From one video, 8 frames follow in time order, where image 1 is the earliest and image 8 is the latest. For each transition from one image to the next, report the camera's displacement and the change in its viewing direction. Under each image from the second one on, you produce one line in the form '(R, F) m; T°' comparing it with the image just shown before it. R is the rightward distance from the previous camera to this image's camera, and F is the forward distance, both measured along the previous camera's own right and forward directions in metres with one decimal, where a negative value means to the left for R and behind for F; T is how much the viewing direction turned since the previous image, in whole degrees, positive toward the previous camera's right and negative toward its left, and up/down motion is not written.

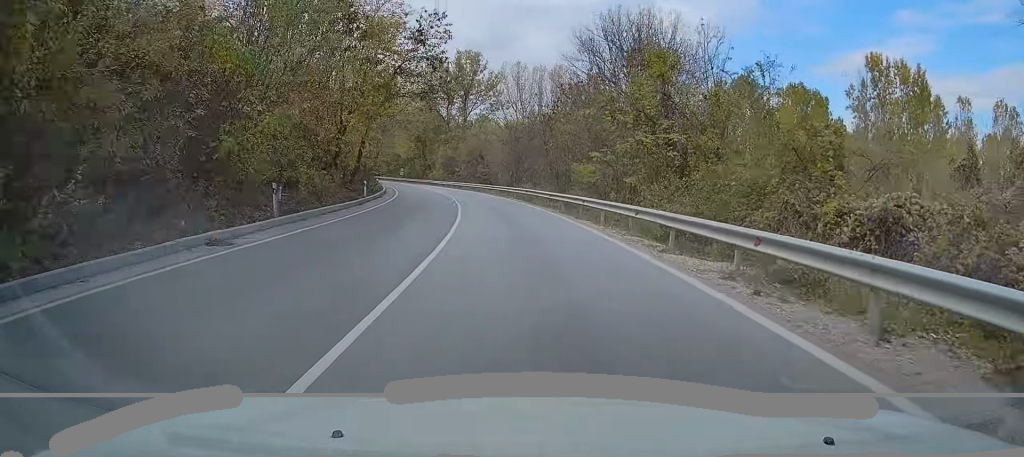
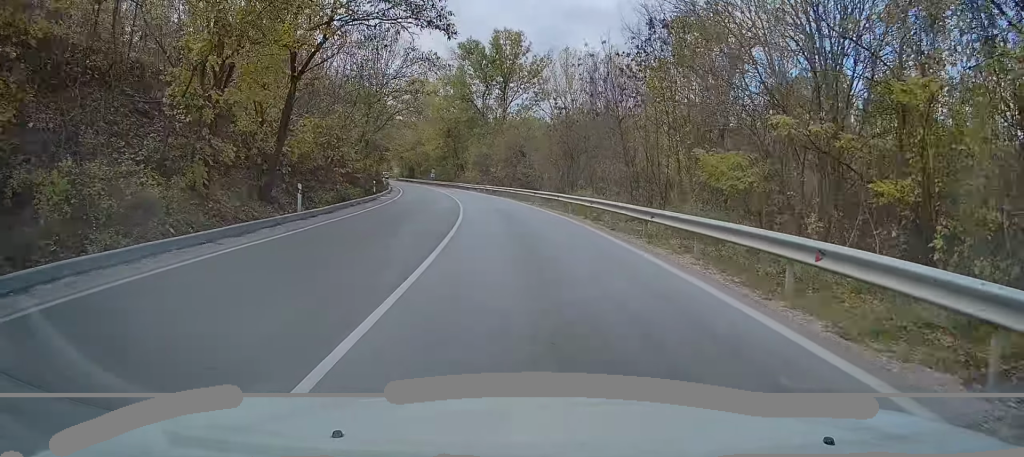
(-0.7, +17.5) m; -5°
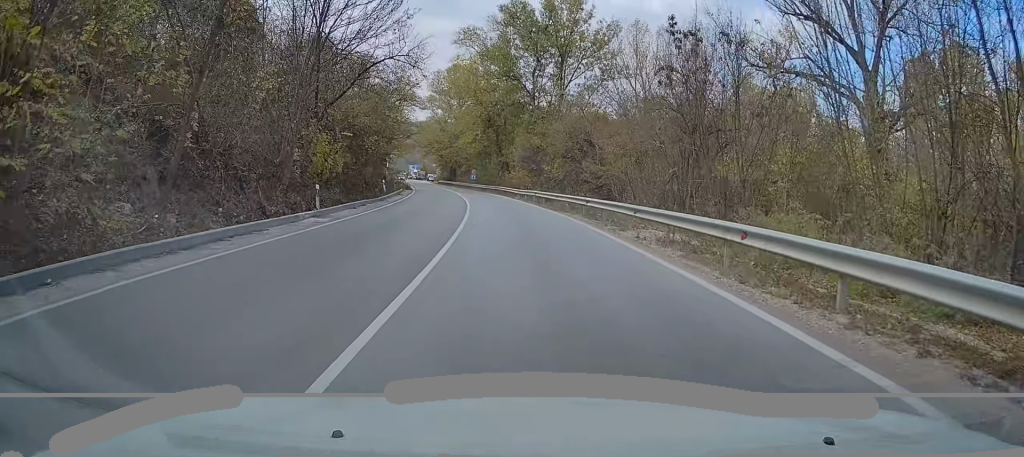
(-1.0, +21.0) m; -5°
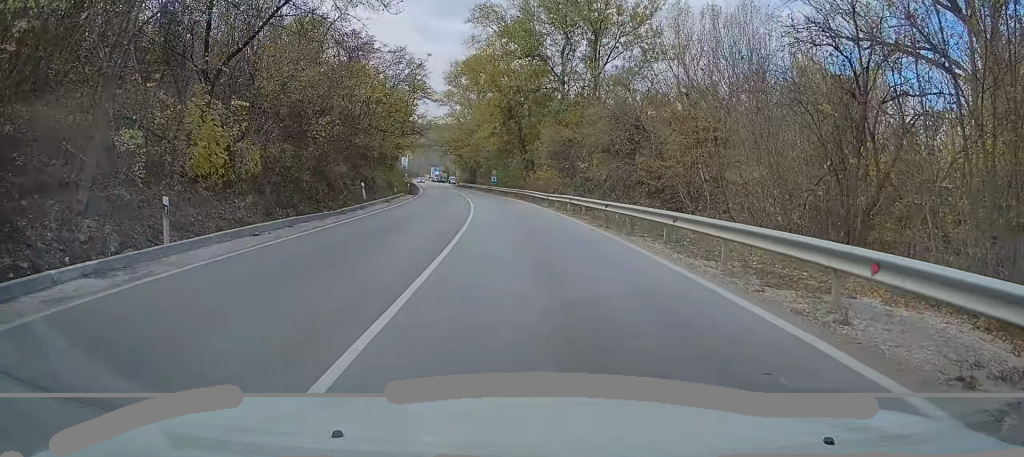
(-0.2, +11.5) m; -3°
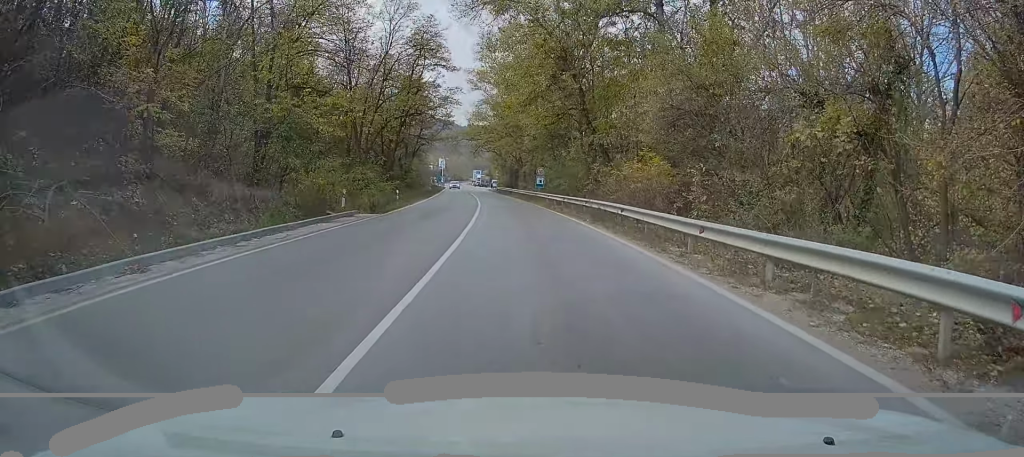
(-0.9, +26.2) m; -3°
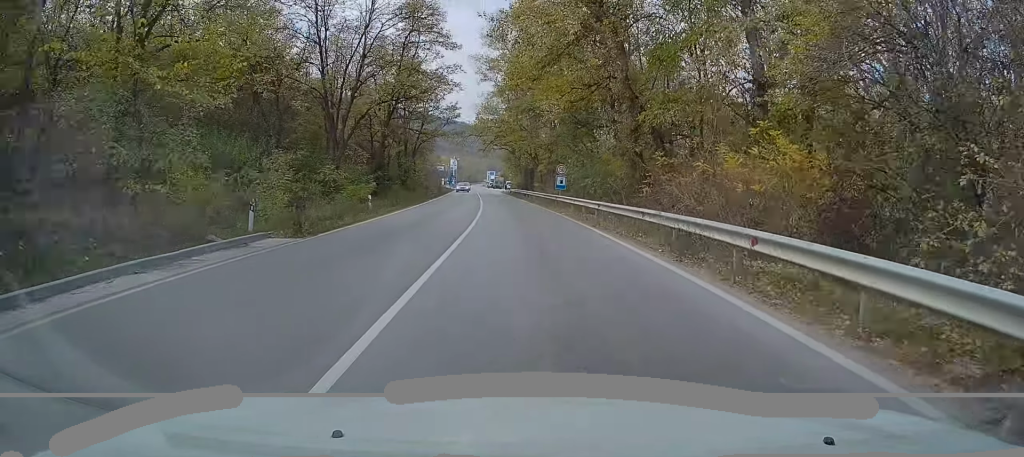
(-0.1, +10.5) m; -1°
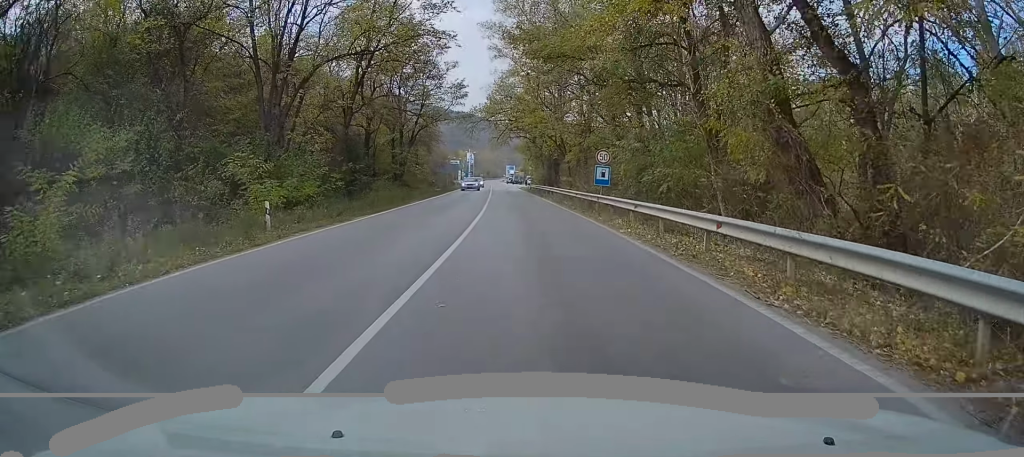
(-0.3, +13.6) m; -2°
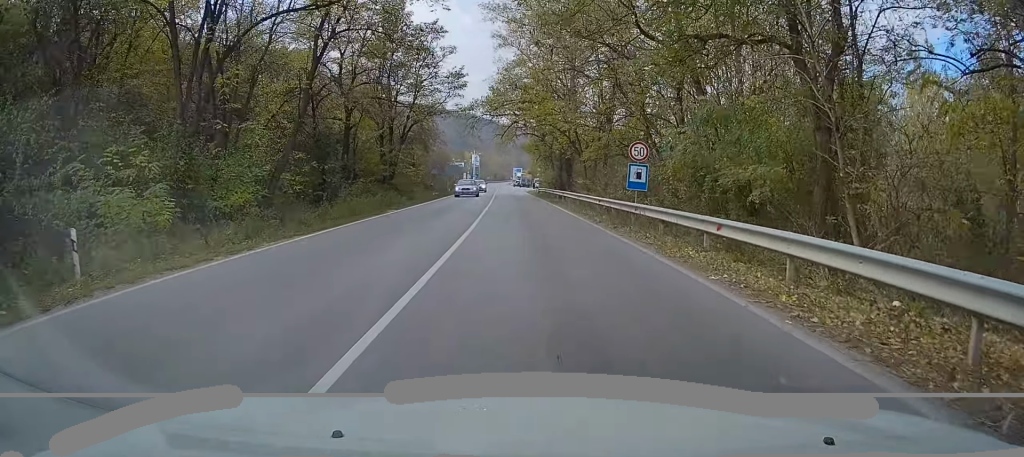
(0.0, +7.8) m; -1°
